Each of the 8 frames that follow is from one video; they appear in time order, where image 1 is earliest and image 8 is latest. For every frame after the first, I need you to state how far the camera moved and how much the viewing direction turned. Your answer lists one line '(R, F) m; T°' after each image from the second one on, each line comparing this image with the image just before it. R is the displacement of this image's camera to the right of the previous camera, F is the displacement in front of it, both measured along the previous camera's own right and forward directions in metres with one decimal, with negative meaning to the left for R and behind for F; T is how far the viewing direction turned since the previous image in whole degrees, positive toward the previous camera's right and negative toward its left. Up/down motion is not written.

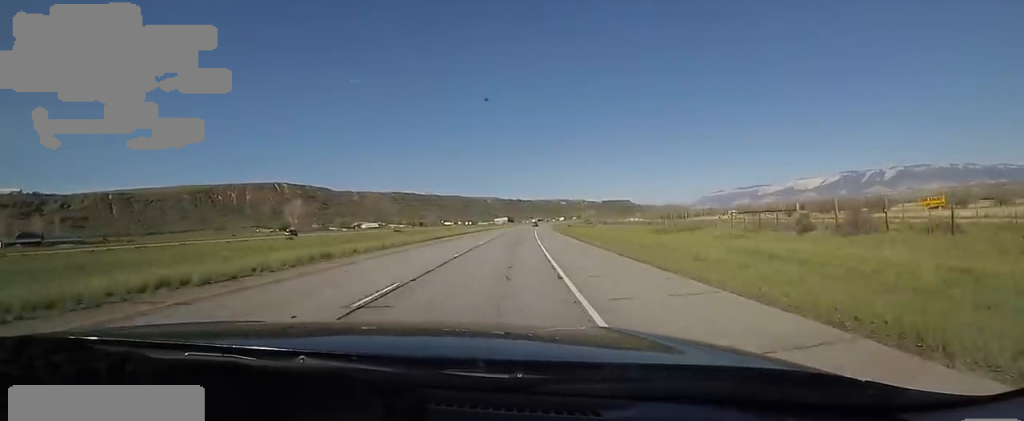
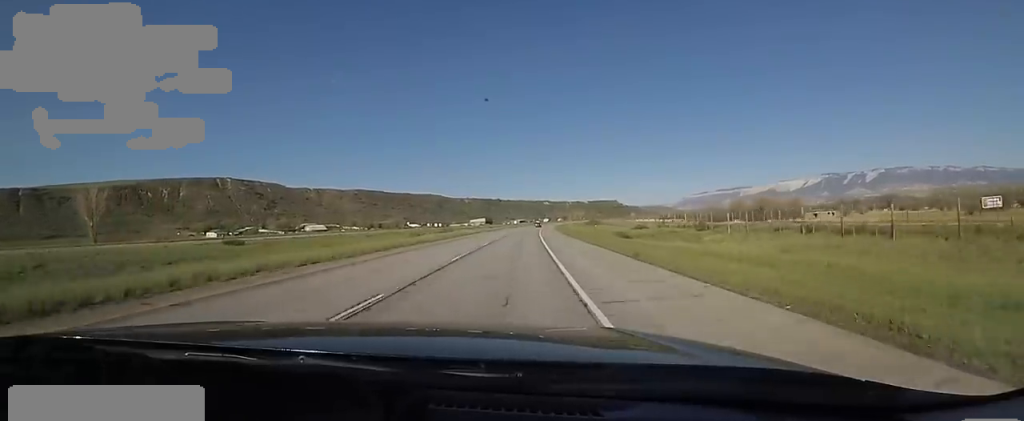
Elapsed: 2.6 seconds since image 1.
(+0.8, +86.0) m; +1°
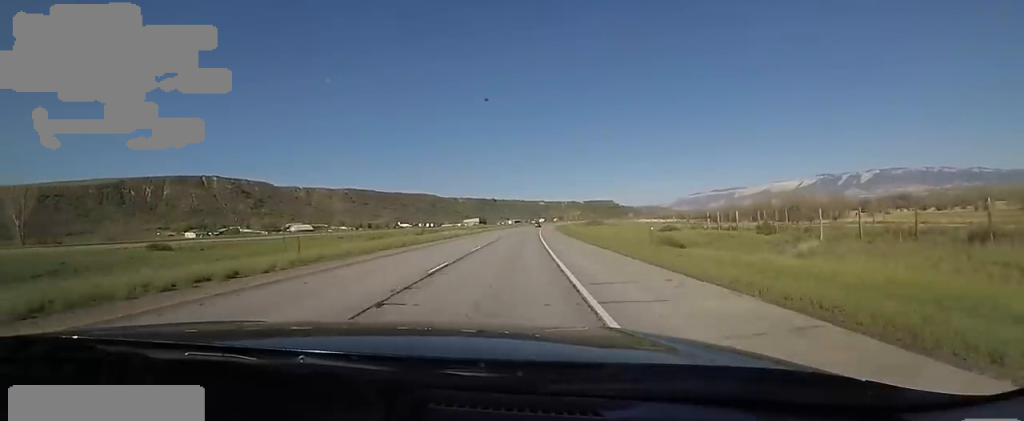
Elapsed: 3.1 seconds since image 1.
(0.0, +16.9) m; 0°
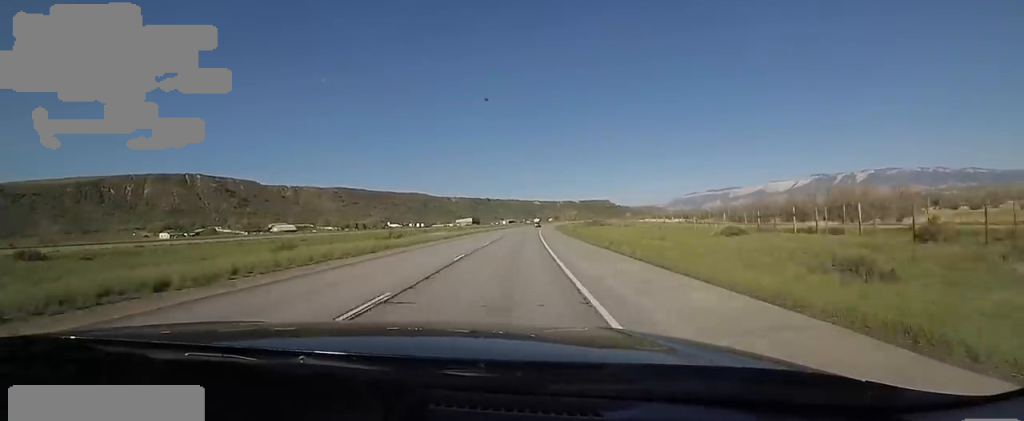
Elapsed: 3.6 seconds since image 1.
(+0.2, +19.1) m; +1°
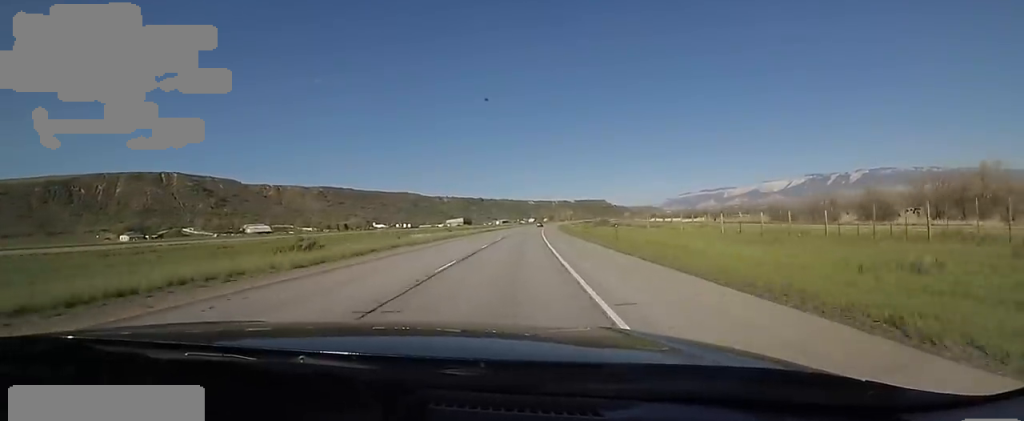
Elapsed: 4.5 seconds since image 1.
(+0.1, +28.2) m; +2°
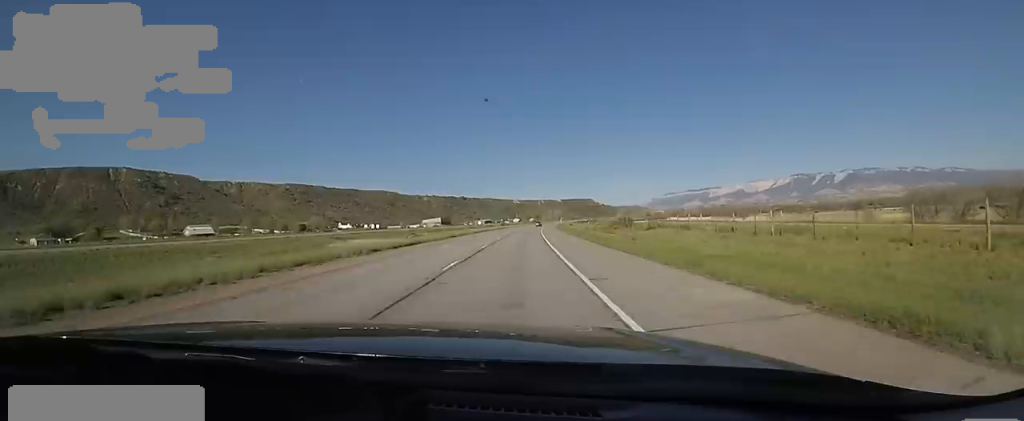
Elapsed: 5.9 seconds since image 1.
(+1.6, +47.9) m; +2°
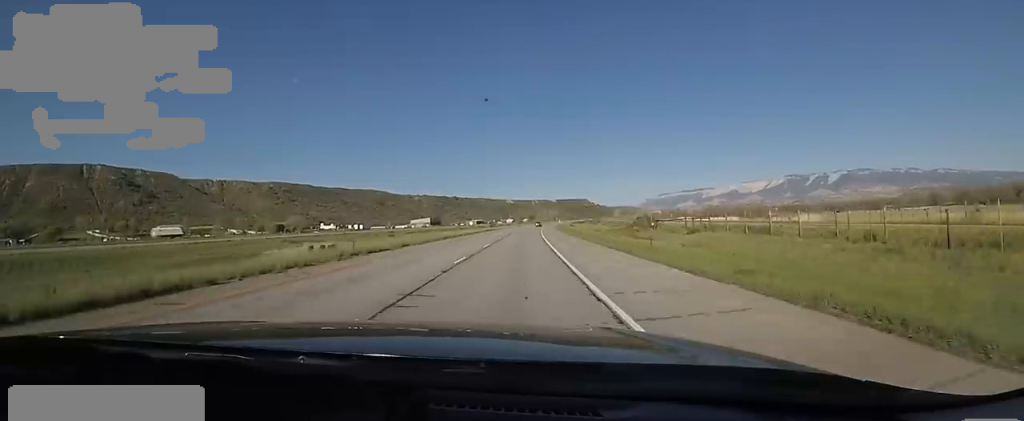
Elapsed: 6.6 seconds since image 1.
(-0.3, +22.1) m; +1°
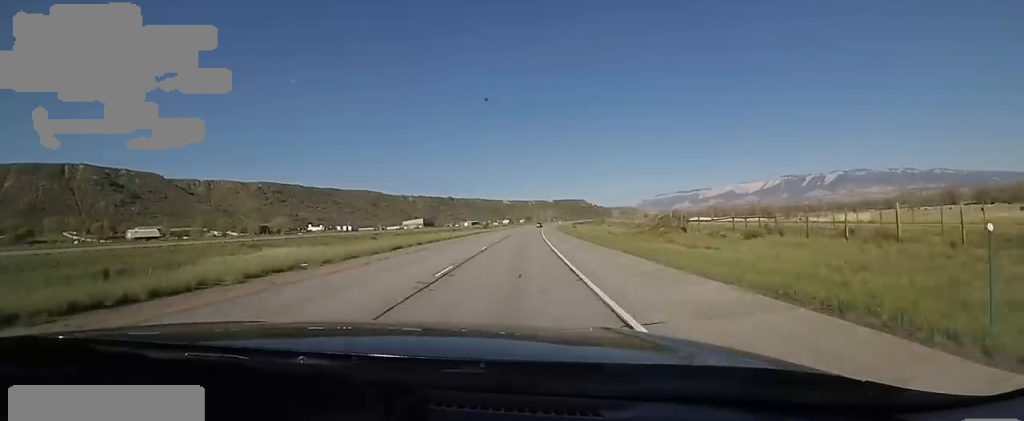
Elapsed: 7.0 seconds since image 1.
(+0.1, +15.5) m; +1°
